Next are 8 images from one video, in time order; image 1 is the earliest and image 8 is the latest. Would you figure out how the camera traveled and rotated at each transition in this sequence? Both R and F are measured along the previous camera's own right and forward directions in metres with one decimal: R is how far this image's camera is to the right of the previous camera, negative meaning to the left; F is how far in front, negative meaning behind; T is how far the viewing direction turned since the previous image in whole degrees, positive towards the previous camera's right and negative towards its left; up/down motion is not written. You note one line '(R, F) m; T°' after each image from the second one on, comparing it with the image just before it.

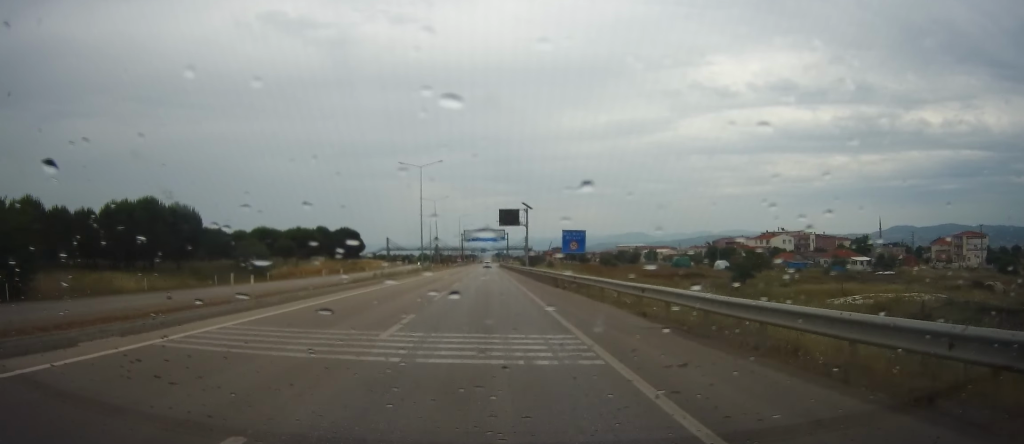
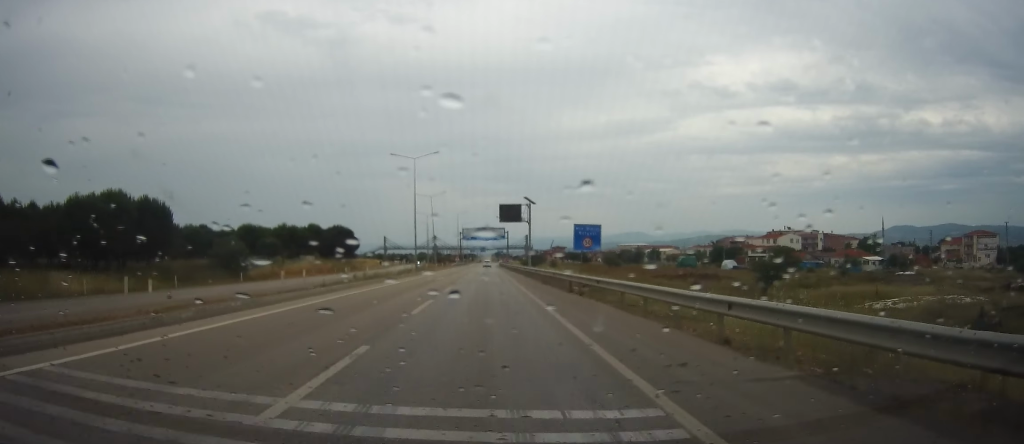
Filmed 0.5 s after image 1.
(+0.2, +6.4) m; +1°
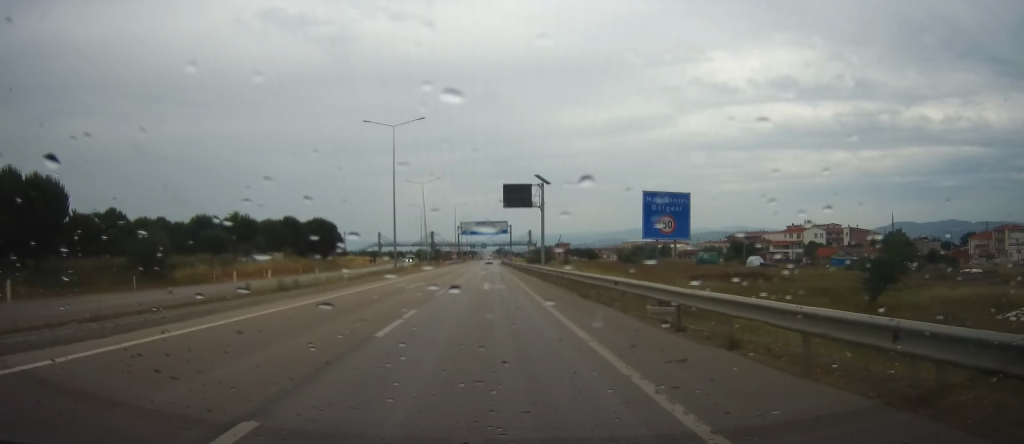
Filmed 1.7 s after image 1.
(+0.7, +17.3) m; +1°
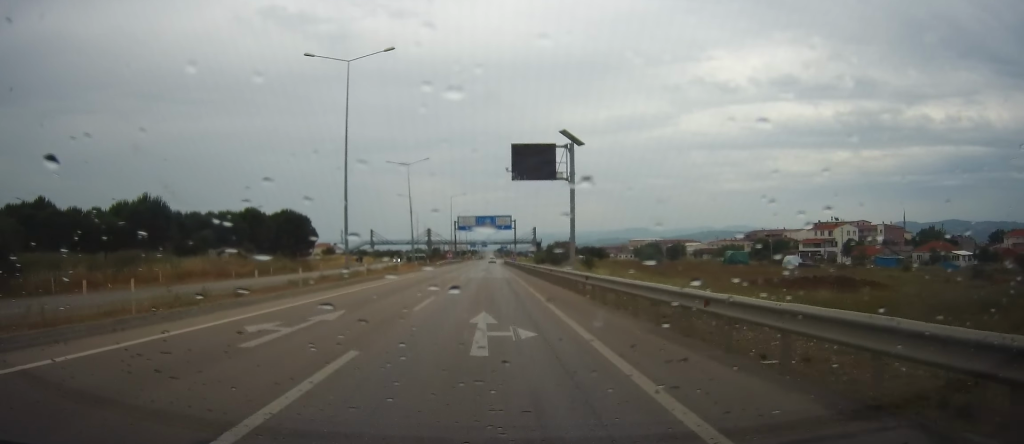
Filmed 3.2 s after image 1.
(-0.7, +20.0) m; -3°
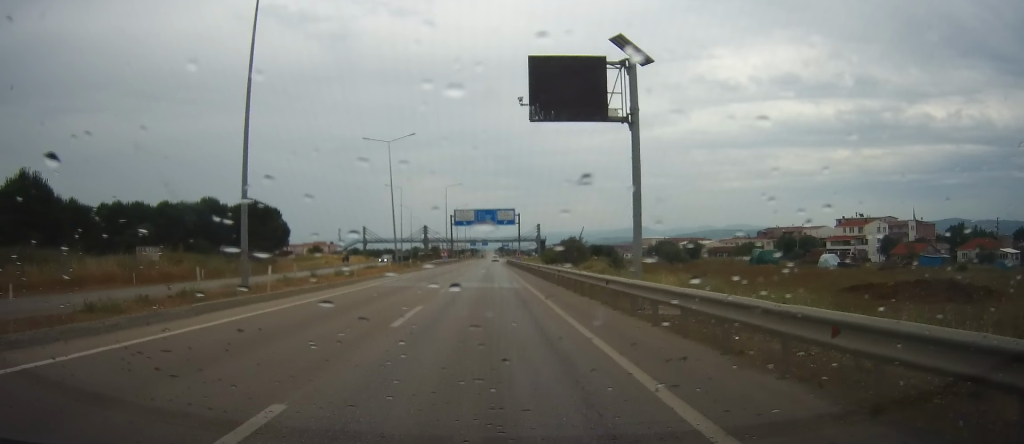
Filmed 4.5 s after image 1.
(+0.2, +16.1) m; +1°
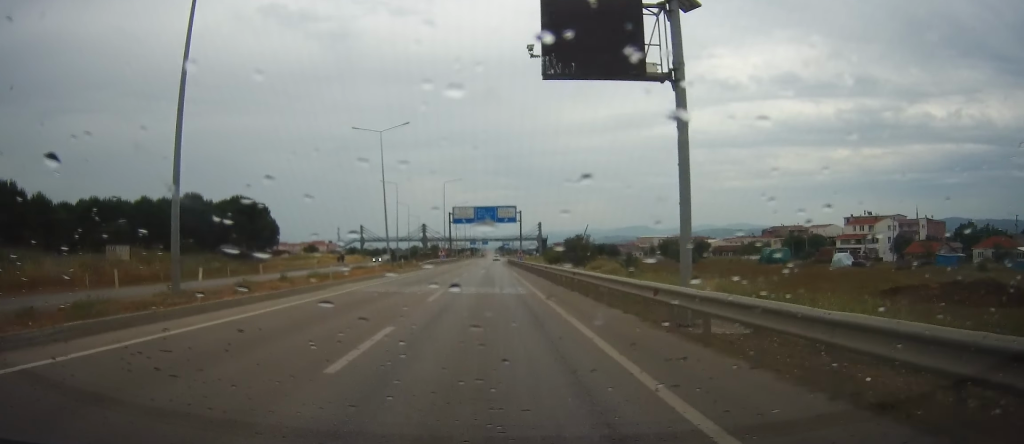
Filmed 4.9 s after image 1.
(0.0, +5.3) m; 0°
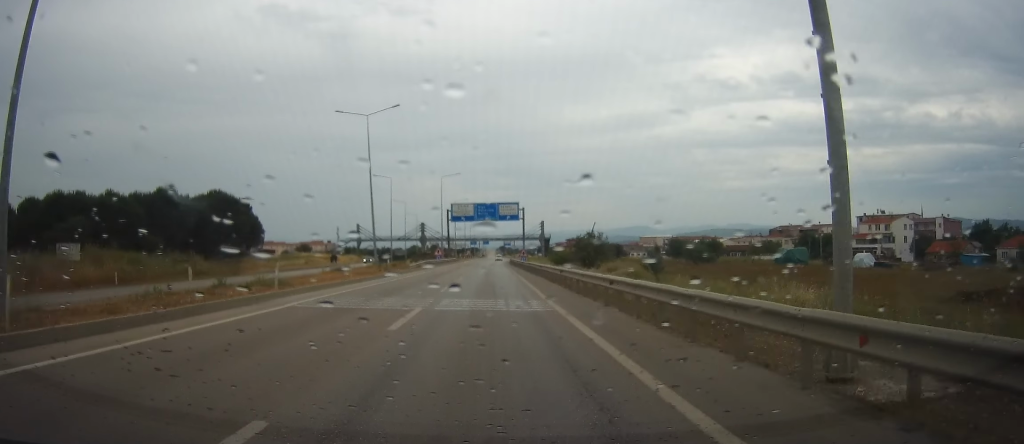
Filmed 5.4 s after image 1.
(0.0, +7.2) m; 0°
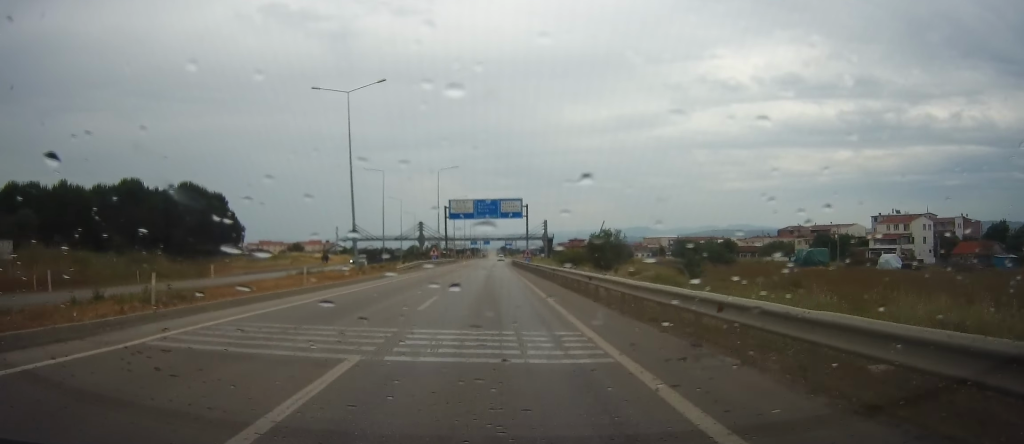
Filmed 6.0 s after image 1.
(0.0, +7.8) m; 0°
